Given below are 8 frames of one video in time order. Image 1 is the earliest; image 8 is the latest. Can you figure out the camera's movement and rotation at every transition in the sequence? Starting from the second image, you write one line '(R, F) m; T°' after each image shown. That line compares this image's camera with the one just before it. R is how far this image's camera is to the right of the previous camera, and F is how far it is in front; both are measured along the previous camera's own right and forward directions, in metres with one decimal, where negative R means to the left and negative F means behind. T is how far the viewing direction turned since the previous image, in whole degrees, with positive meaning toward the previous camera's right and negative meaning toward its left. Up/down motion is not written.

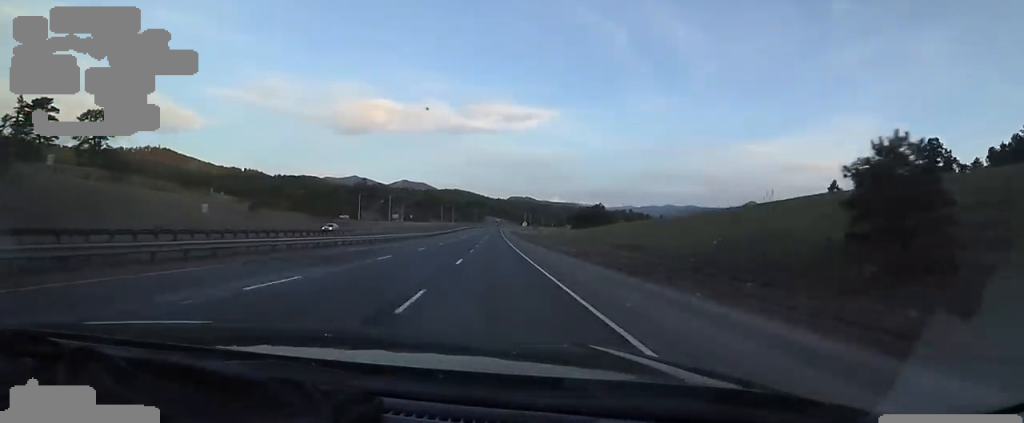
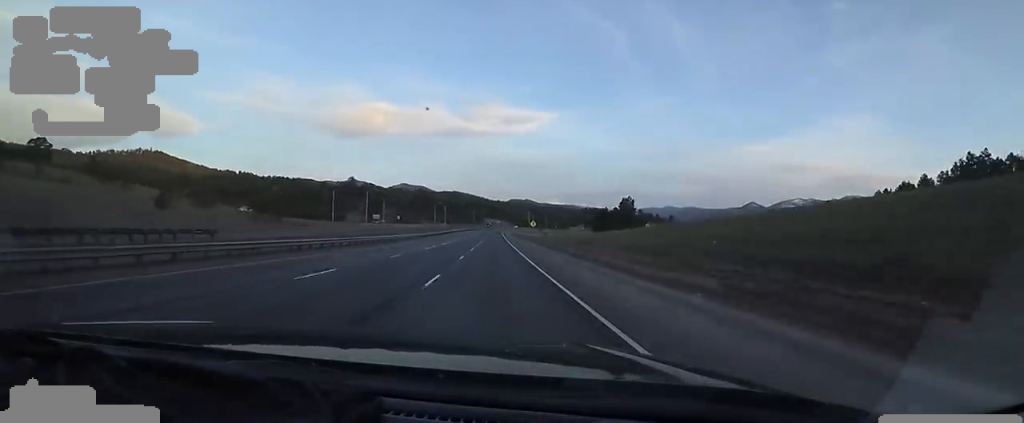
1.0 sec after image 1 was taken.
(+0.6, +31.1) m; +1°
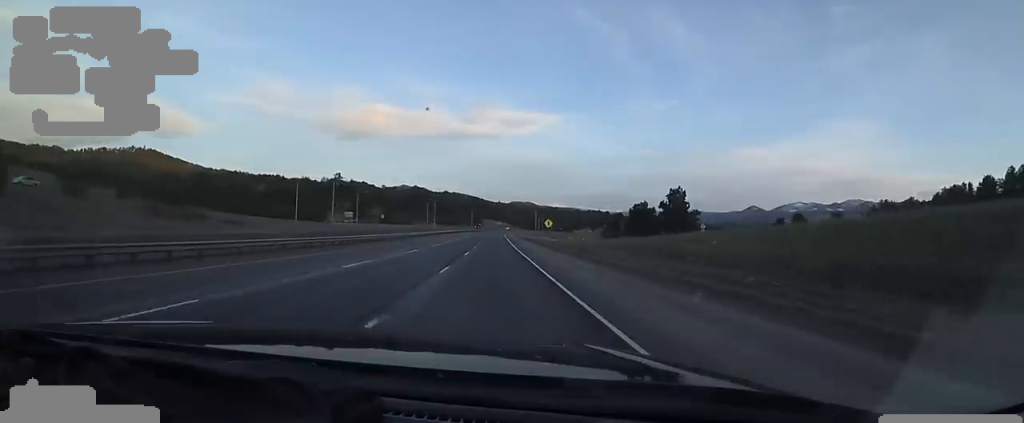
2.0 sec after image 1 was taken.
(+0.2, +30.4) m; -1°
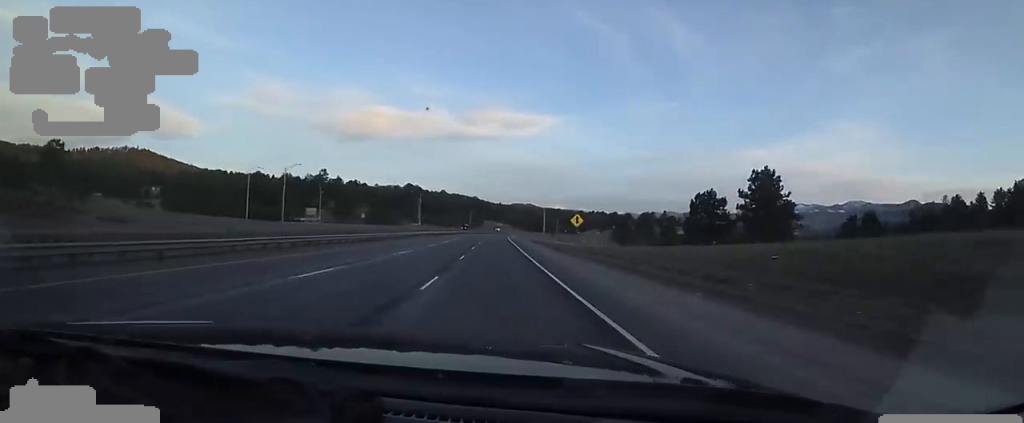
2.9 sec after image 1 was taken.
(-0.5, +27.3) m; -1°
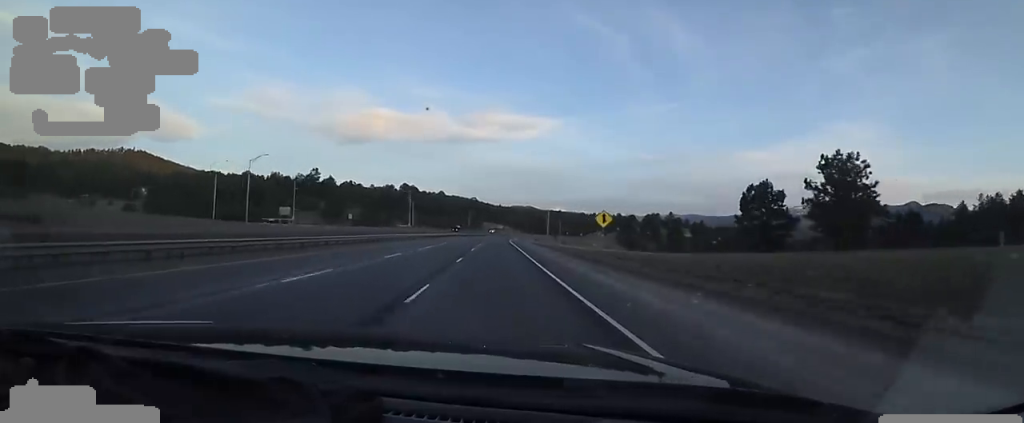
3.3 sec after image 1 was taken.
(0.0, +13.2) m; 0°
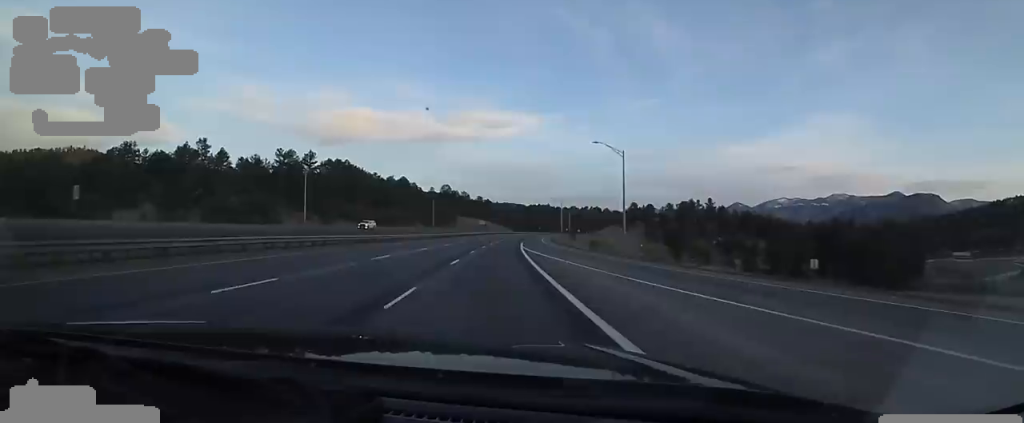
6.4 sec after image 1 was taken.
(+1.3, +99.5) m; +5°
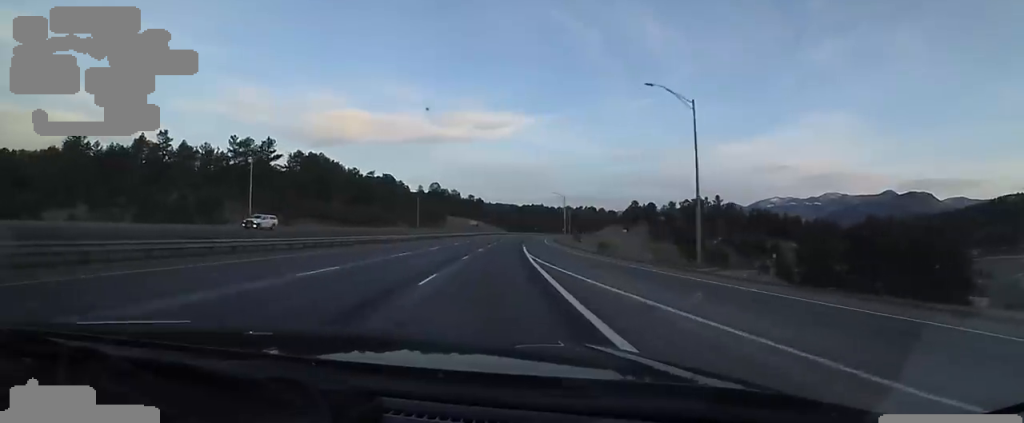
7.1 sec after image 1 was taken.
(+0.9, +20.3) m; 0°
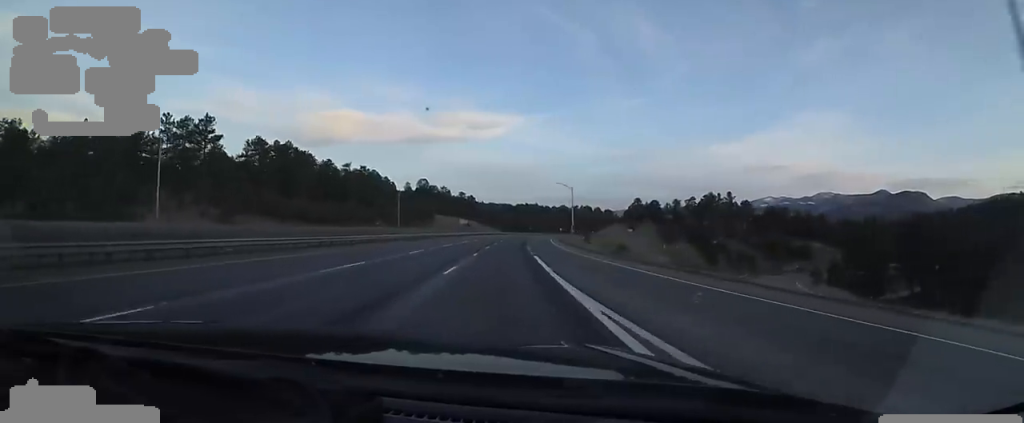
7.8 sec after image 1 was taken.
(-0.1, +22.2) m; 0°
